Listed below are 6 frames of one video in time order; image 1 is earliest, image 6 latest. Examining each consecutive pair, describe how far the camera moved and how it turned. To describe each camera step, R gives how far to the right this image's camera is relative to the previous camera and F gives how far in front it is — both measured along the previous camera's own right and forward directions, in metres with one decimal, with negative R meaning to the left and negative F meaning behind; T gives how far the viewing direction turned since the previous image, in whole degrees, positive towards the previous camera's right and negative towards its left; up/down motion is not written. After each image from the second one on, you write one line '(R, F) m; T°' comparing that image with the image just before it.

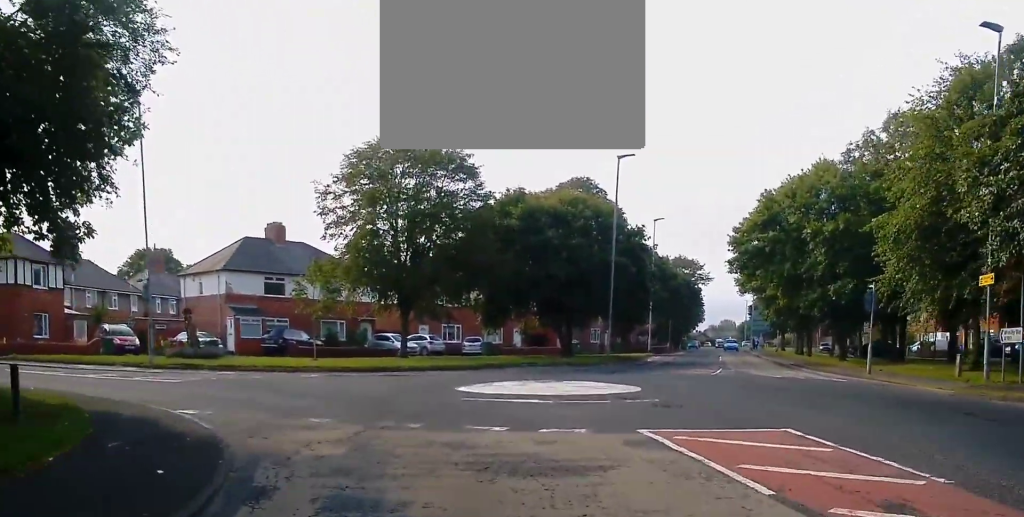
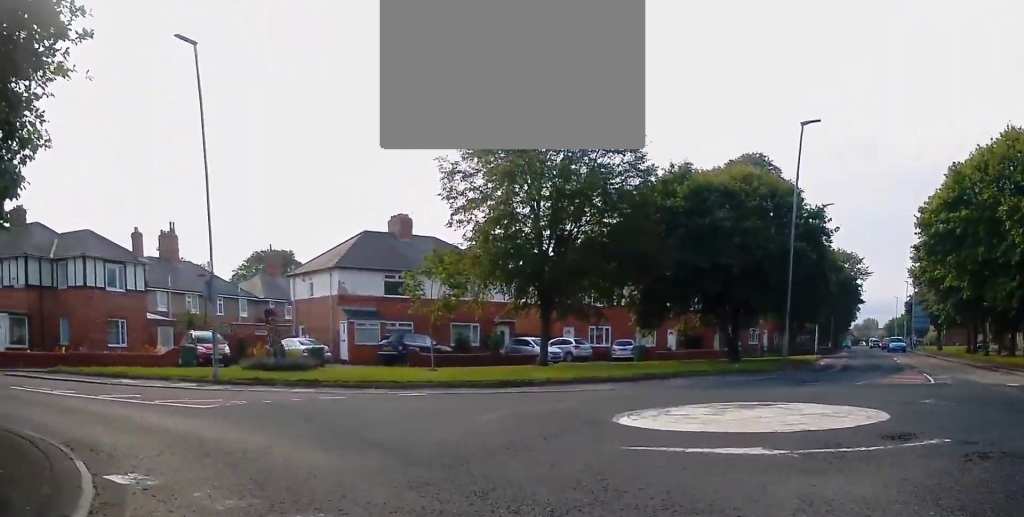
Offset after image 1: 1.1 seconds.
(-0.4, +7.0) m; -12°
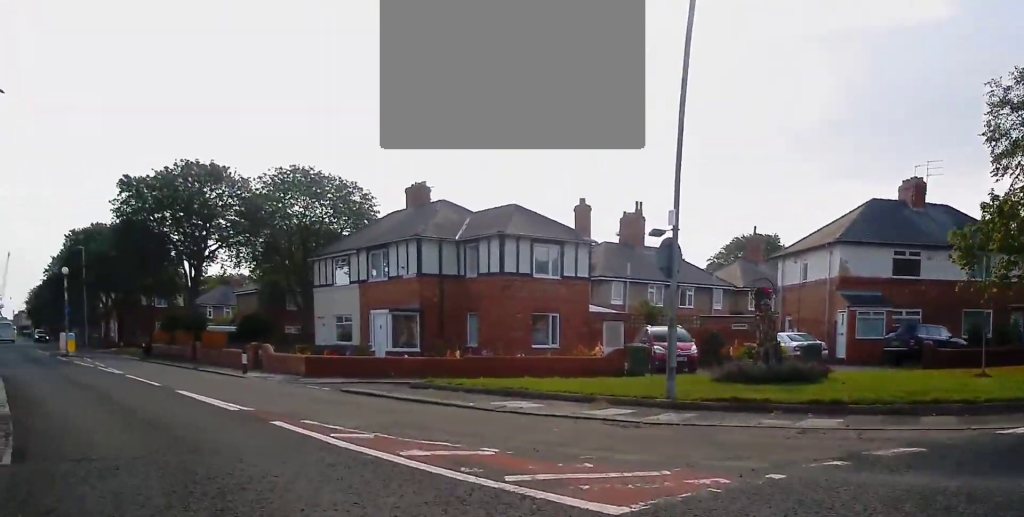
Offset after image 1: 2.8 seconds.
(-2.6, +9.1) m; -34°
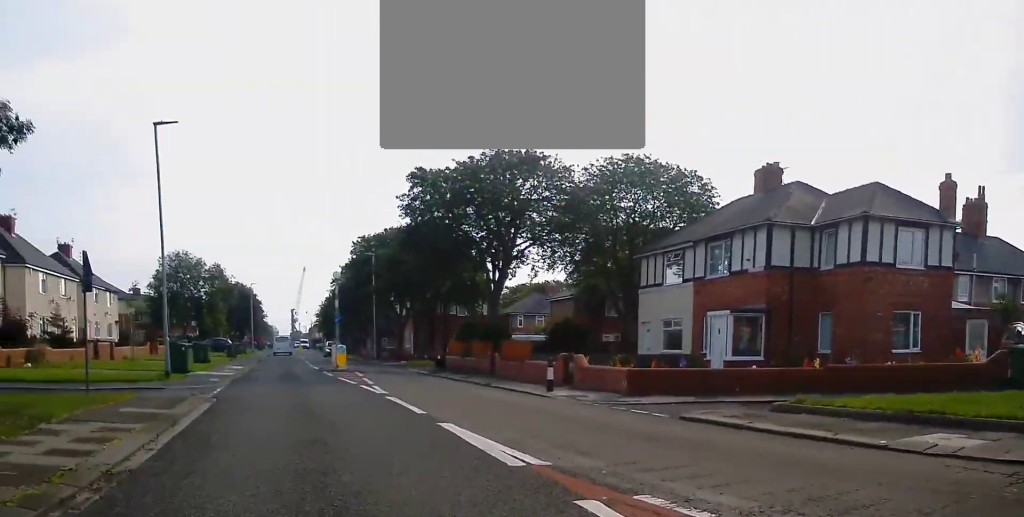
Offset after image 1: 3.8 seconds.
(-0.7, +5.1) m; -18°
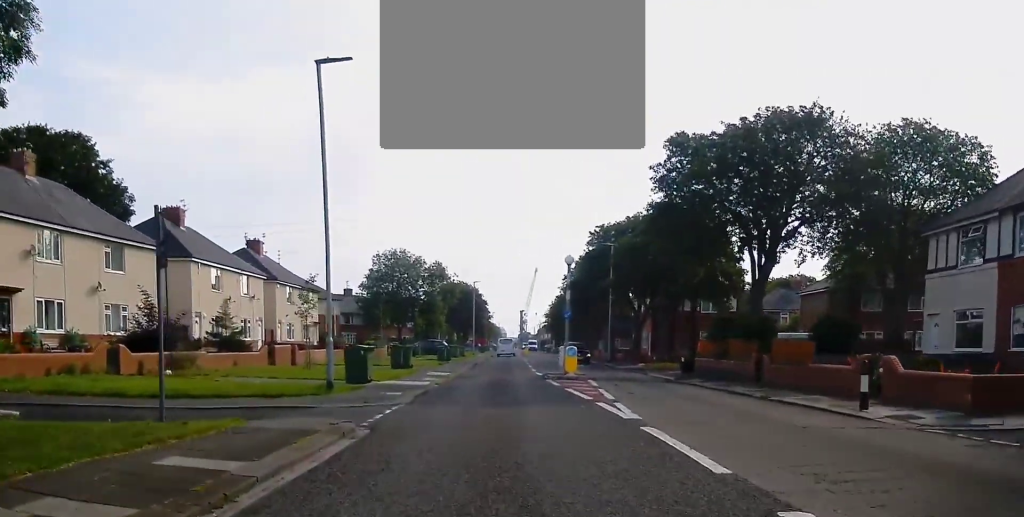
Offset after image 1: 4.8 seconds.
(-1.1, +5.9) m; -14°
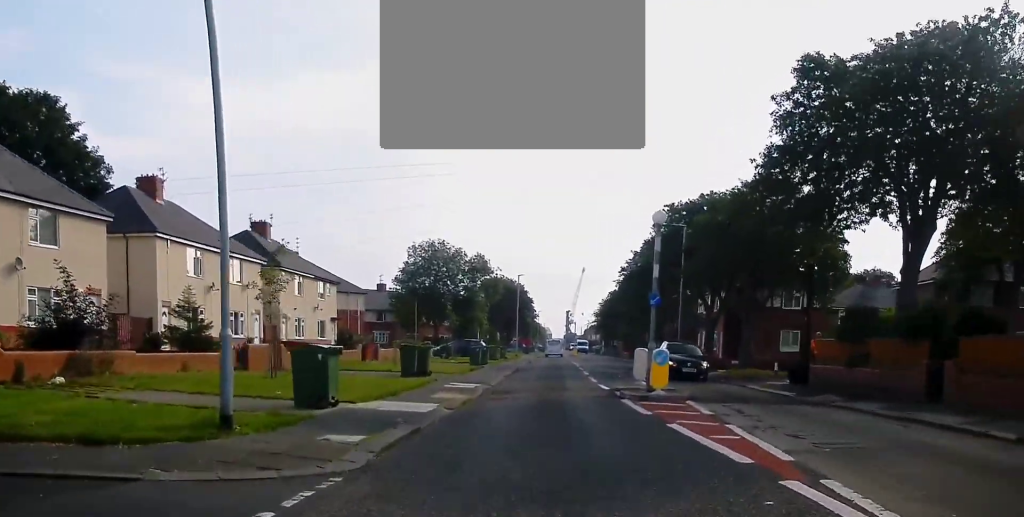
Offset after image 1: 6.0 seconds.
(-0.8, +8.5) m; -7°
